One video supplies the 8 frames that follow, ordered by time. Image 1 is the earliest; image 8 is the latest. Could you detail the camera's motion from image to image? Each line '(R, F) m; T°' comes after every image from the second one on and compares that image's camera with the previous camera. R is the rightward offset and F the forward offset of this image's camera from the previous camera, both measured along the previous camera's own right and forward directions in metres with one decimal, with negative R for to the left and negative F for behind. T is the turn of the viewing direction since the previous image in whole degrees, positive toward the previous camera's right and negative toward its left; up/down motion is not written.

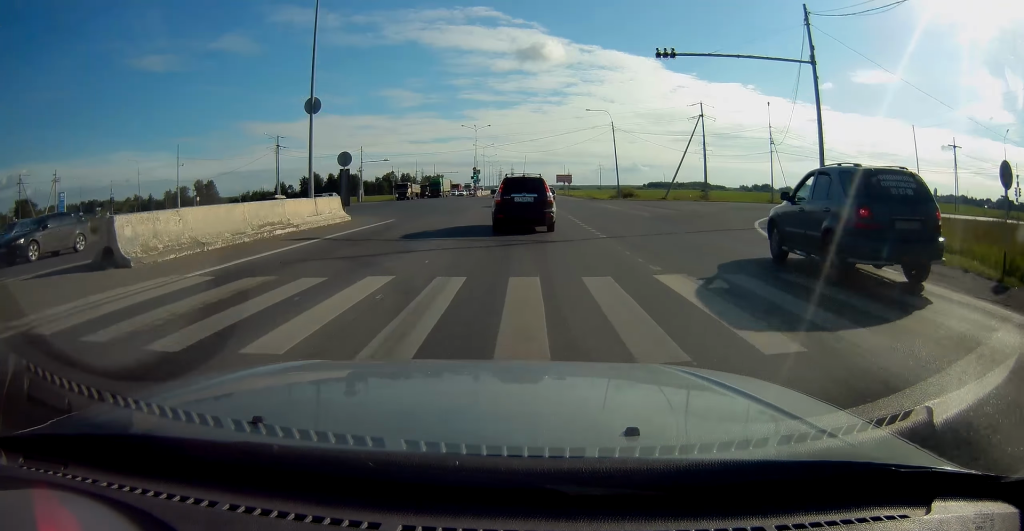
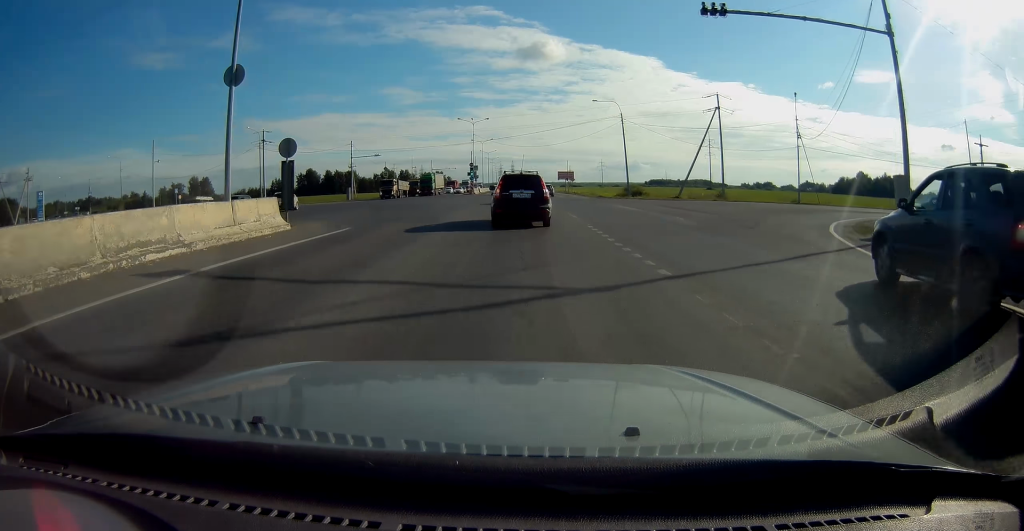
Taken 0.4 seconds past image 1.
(-0.1, +6.8) m; 0°
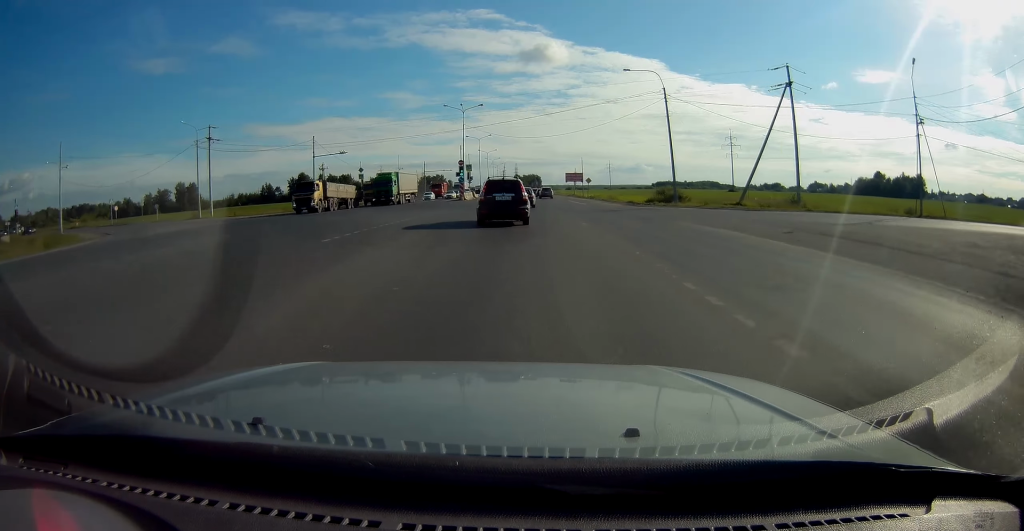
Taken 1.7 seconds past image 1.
(+0.2, +20.8) m; +1°
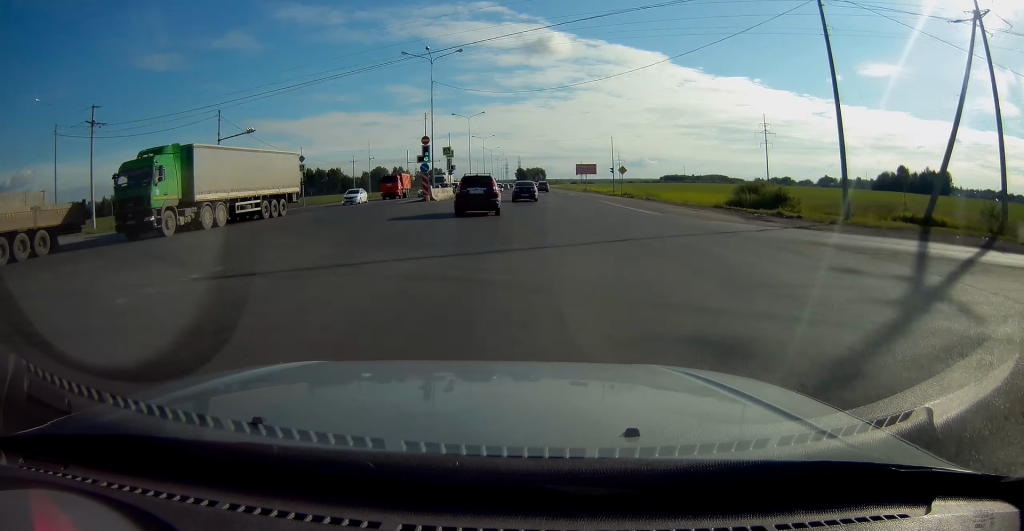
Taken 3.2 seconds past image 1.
(-0.2, +28.1) m; -1°
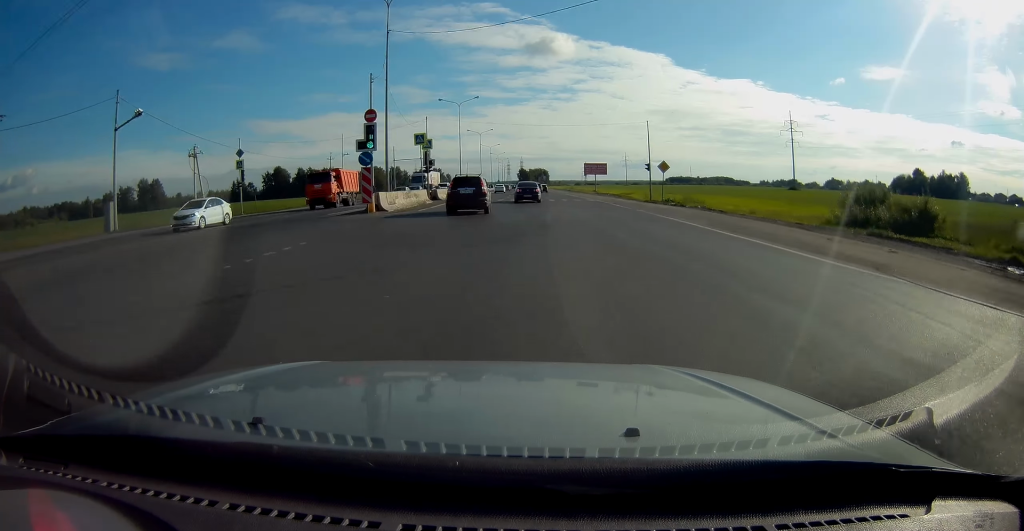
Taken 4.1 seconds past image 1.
(-0.1, +16.8) m; -1°
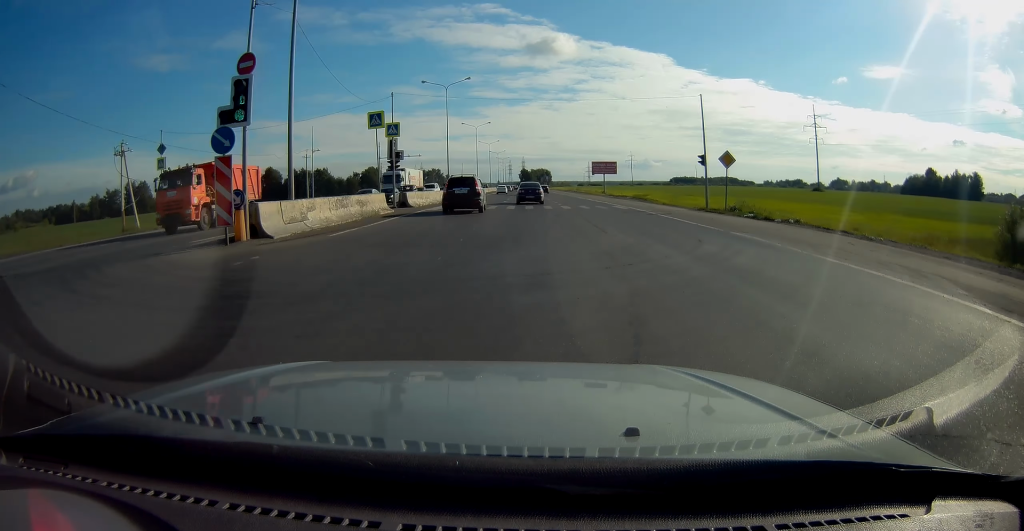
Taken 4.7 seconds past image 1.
(0.0, +13.4) m; 0°
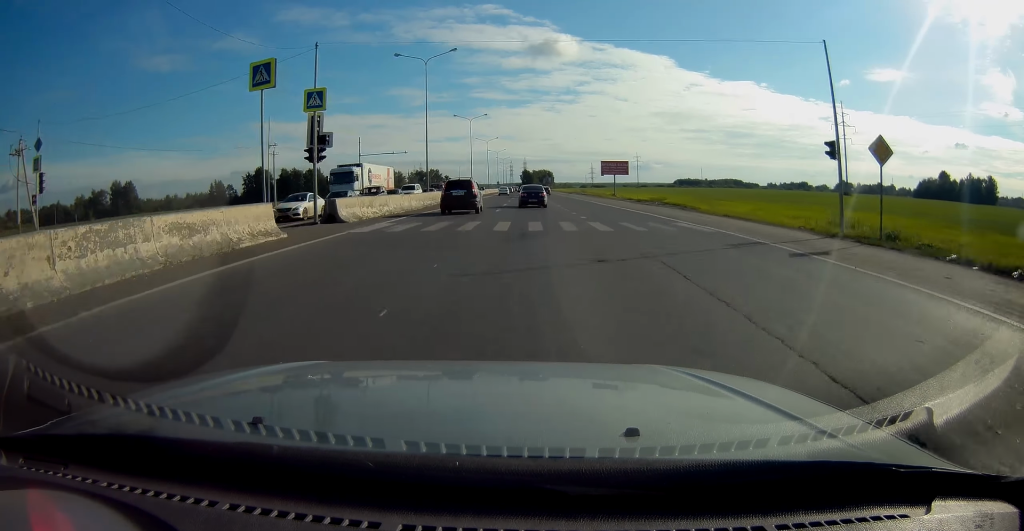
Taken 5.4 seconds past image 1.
(-0.2, +14.1) m; 0°
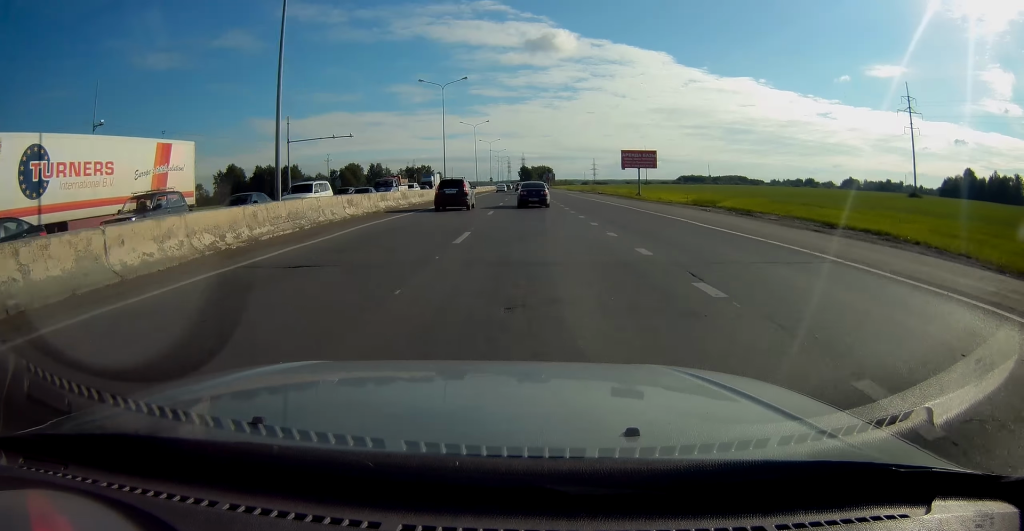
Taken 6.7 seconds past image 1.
(+0.2, +28.6) m; 0°
